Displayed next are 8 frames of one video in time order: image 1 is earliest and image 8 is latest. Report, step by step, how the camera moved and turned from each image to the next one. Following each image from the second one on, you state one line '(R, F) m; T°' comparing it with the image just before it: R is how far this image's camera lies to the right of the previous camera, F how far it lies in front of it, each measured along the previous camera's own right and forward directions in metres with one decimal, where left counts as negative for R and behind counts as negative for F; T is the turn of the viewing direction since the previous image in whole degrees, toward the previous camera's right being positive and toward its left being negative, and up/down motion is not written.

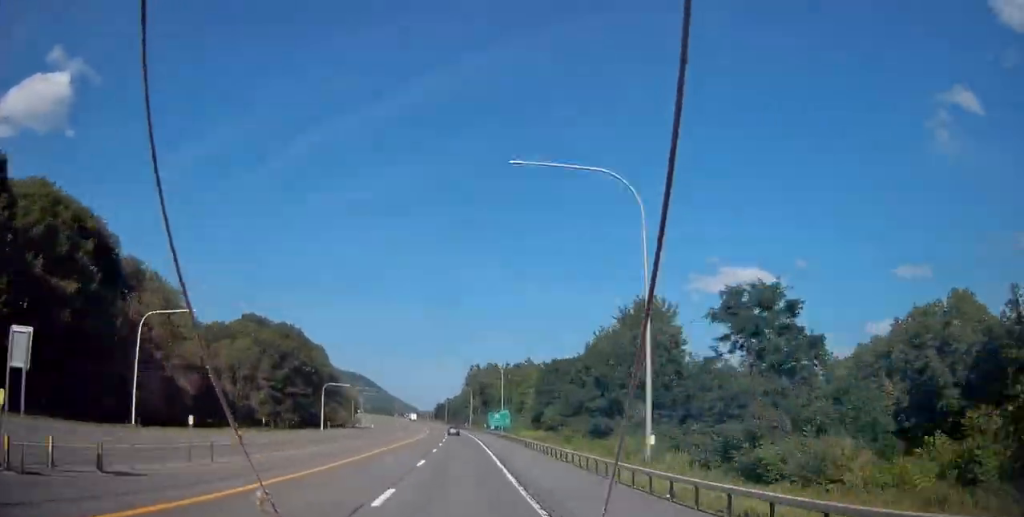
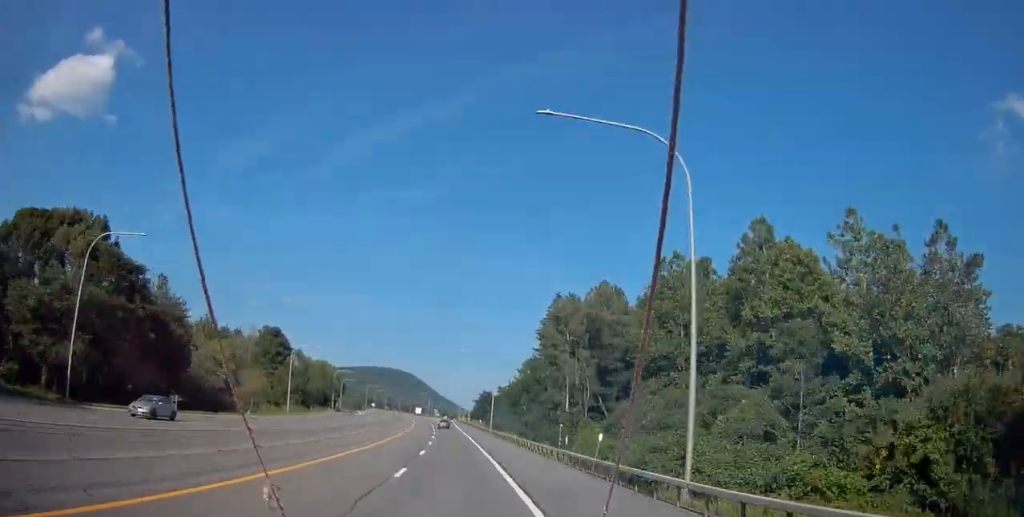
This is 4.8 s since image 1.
(-3.3, +139.5) m; -4°
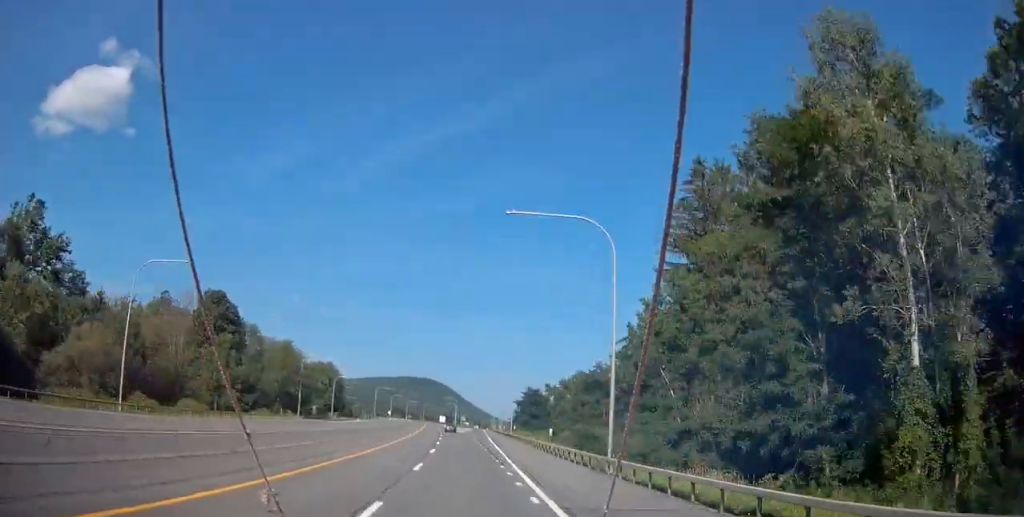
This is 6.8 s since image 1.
(-1.8, +57.4) m; -2°
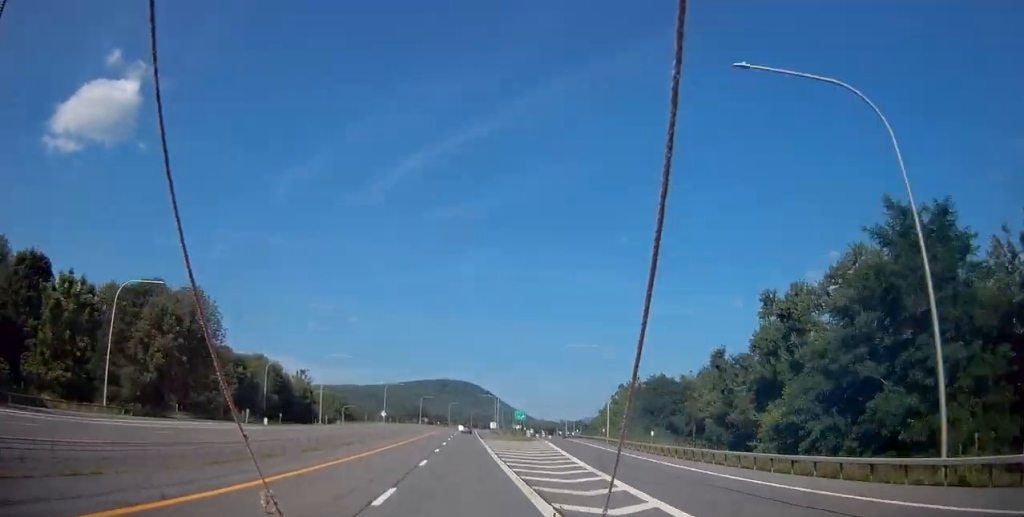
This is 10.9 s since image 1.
(-4.4, +117.4) m; -3°
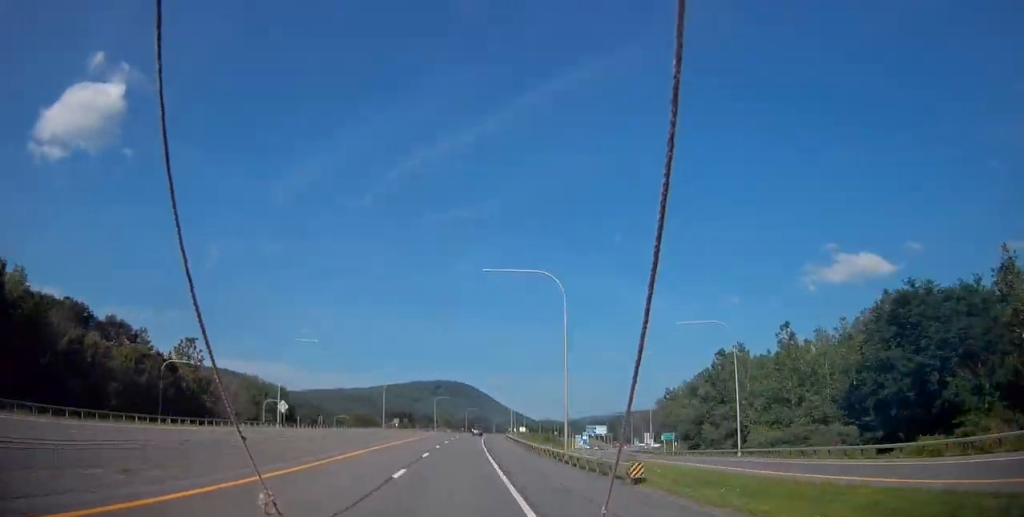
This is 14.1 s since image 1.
(-1.0, +89.7) m; 0°
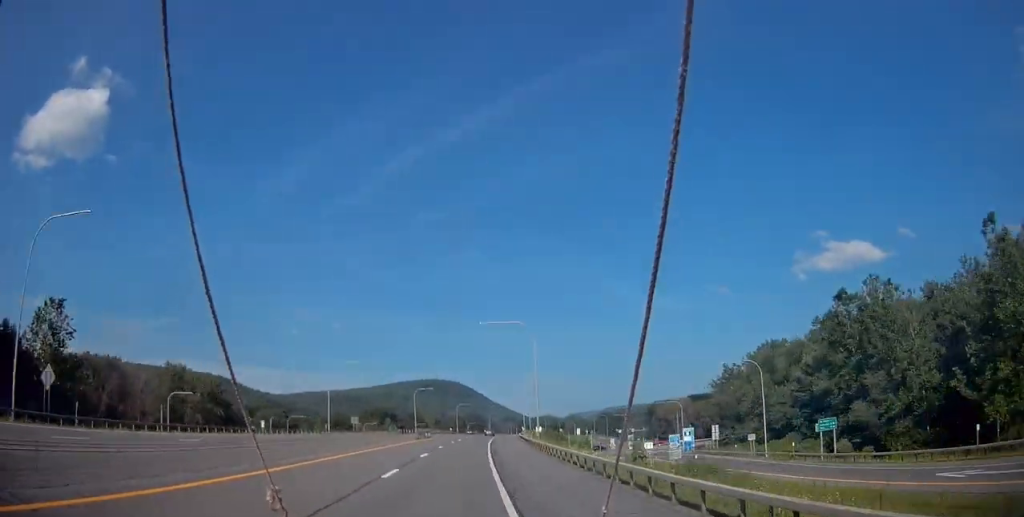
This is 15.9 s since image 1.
(+0.3, +47.8) m; +1°
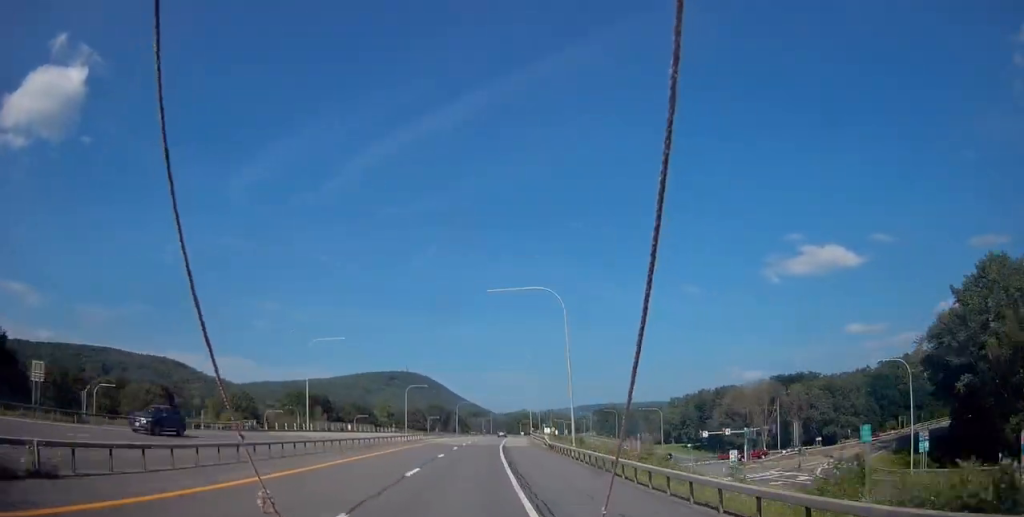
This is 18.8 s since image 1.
(+1.7, +79.9) m; +3°
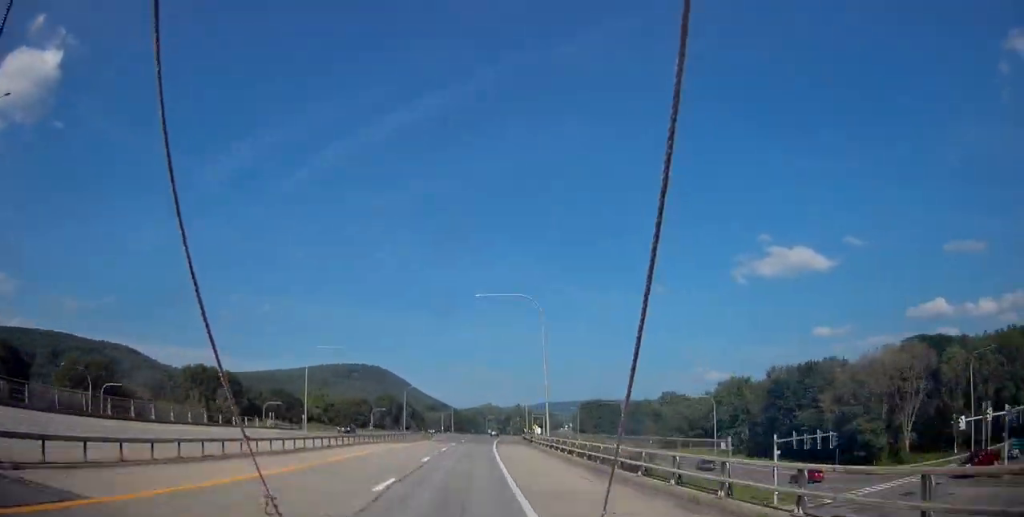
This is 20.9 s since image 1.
(+0.5, +57.2) m; +3°
